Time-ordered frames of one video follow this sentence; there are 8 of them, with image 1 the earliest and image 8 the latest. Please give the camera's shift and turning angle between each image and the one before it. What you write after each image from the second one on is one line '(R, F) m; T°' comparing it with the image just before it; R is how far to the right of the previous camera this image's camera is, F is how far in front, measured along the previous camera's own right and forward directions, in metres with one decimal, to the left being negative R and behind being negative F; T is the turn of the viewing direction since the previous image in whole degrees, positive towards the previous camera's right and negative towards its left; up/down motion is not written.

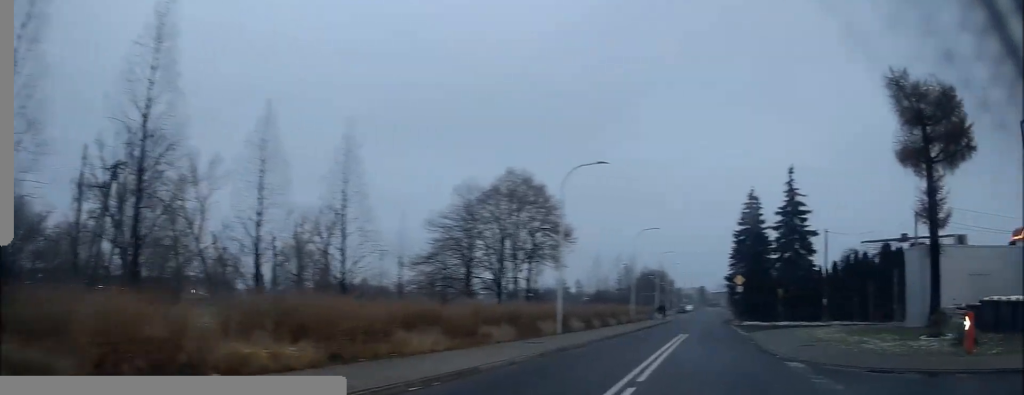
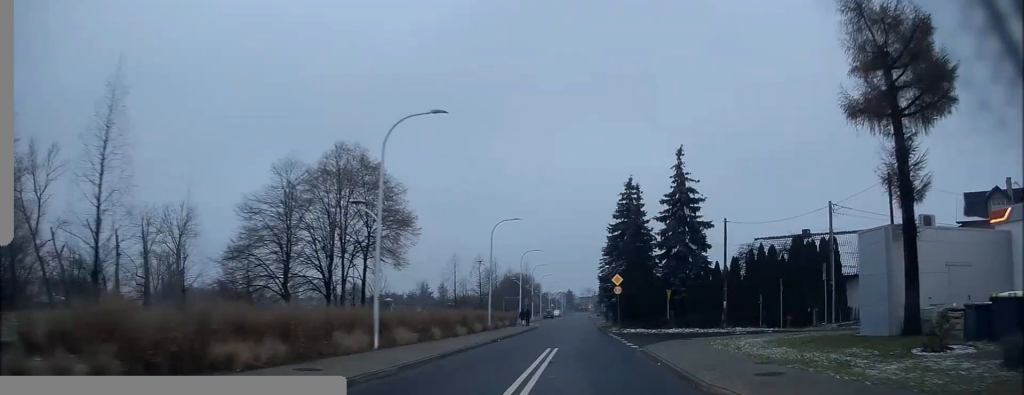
(+1.4, +7.8) m; +8°
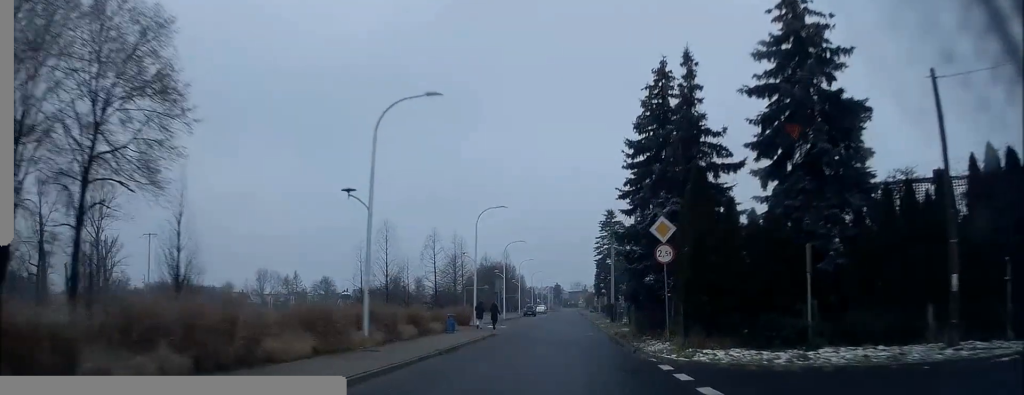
(-0.1, +24.3) m; 0°
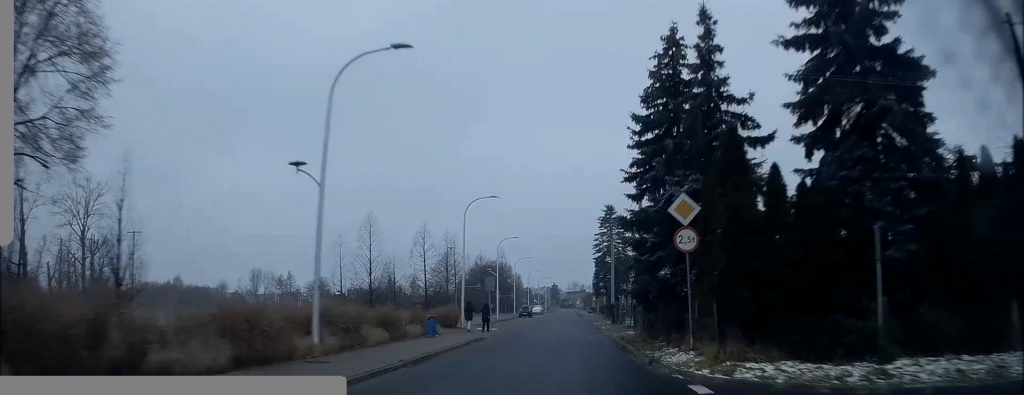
(+0.1, +3.7) m; -1°
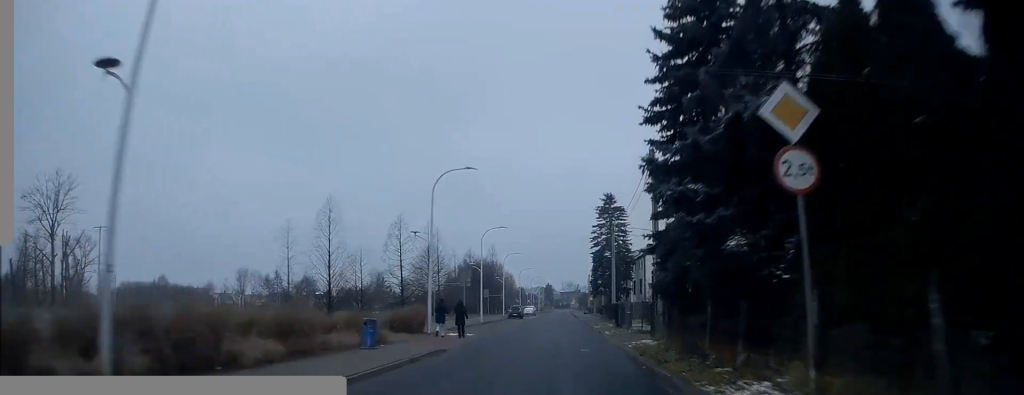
(-0.2, +7.7) m; -1°
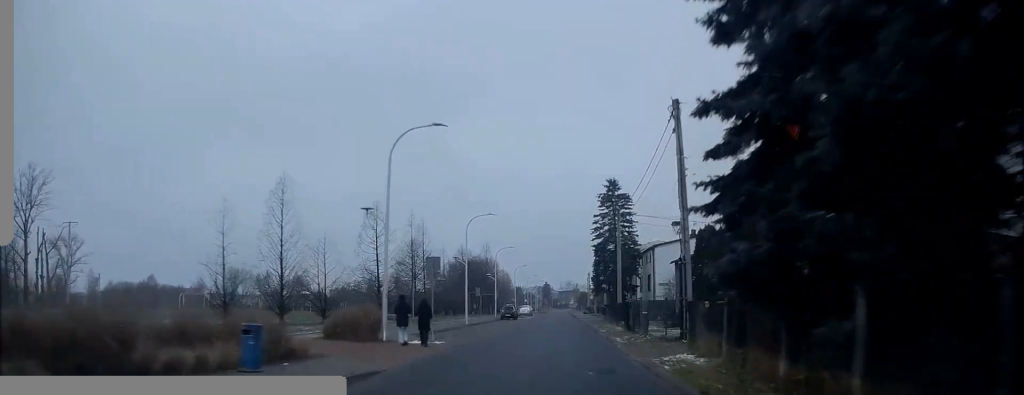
(-0.1, +7.2) m; +1°
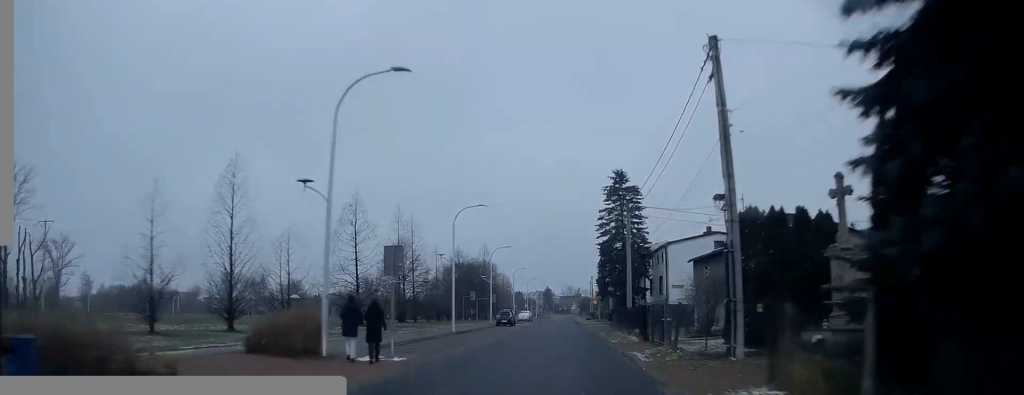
(-0.1, +5.9) m; +1°
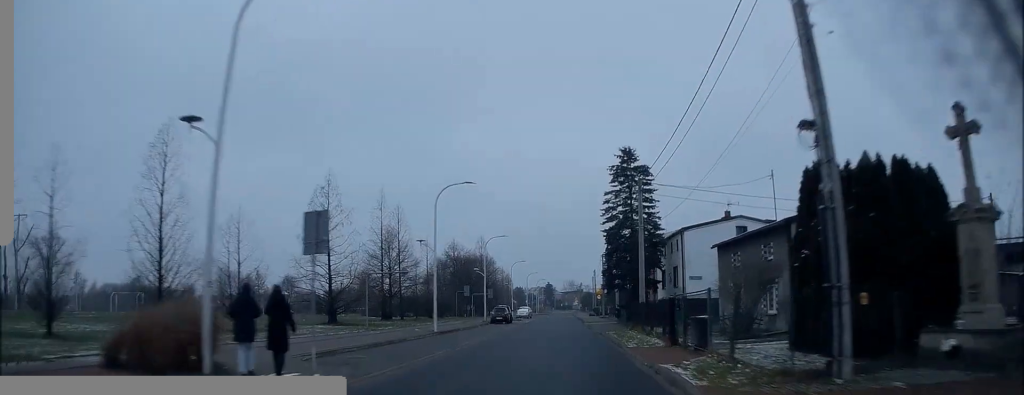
(+0.2, +5.6) m; 0°
